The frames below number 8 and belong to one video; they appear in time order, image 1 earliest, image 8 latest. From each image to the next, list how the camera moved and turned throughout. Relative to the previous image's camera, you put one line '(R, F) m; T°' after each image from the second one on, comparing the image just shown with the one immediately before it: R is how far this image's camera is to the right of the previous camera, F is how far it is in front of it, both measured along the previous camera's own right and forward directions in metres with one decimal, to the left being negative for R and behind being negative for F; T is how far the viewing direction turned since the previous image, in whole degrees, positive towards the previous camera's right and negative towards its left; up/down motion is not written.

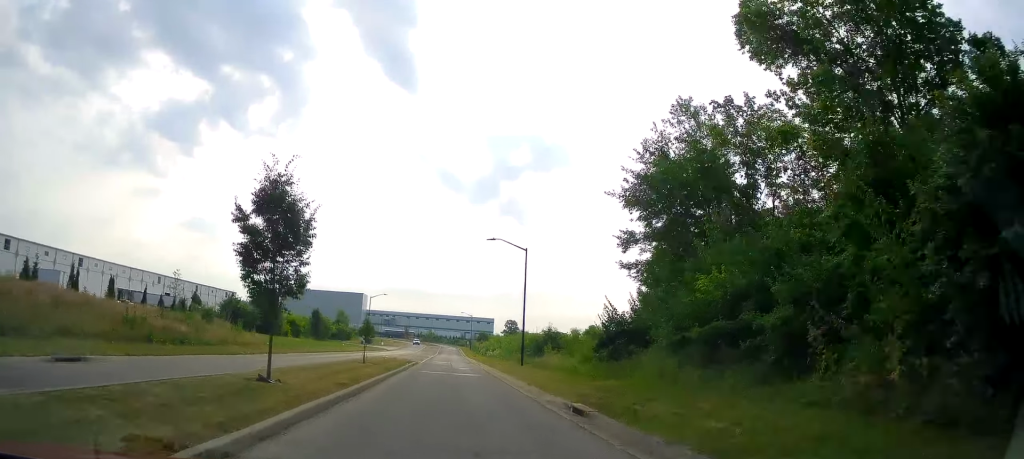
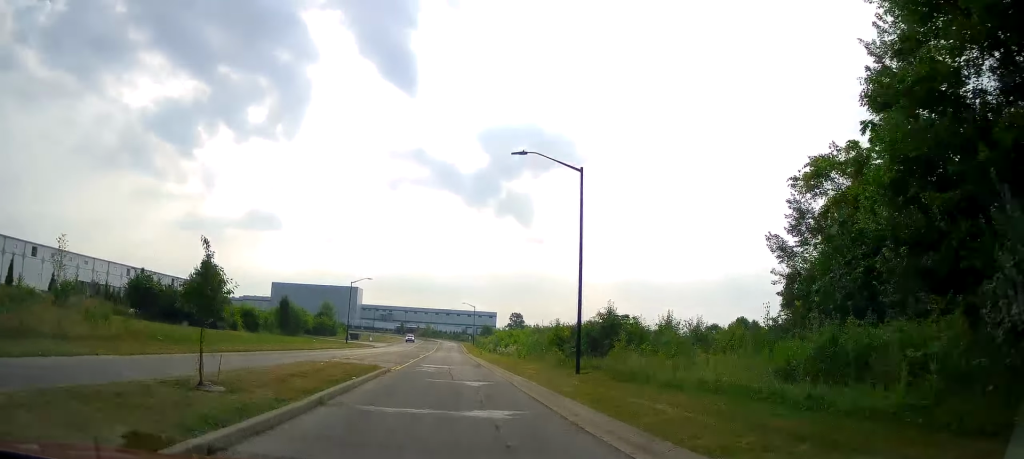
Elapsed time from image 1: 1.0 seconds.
(0.0, +19.6) m; -1°
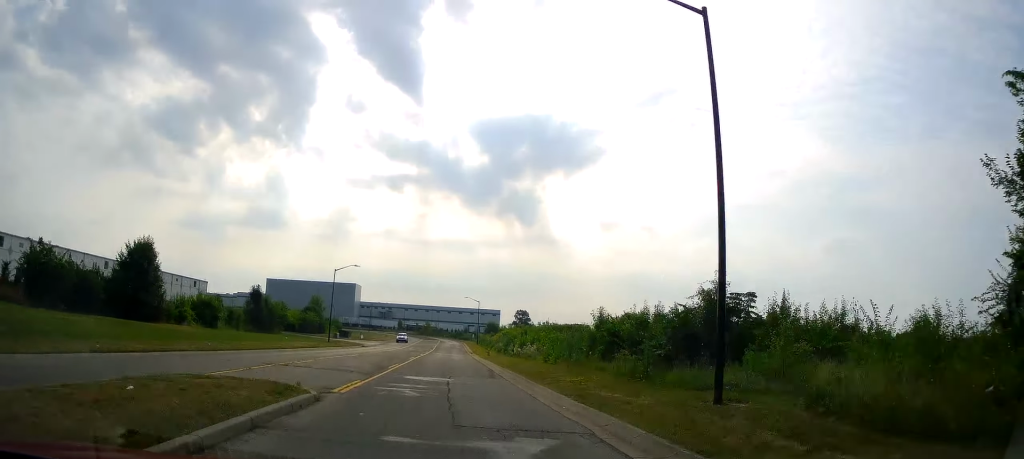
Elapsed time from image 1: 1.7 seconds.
(-0.1, +11.7) m; -1°
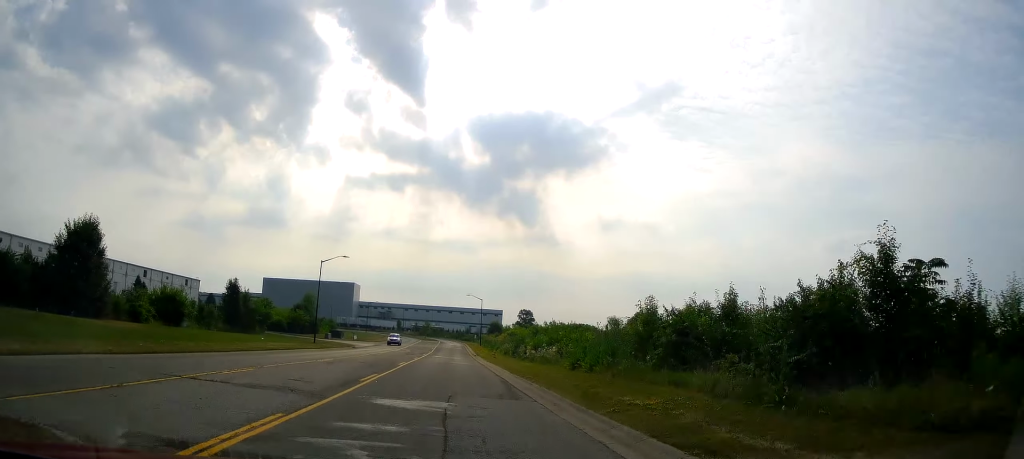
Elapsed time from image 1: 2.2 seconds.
(-0.1, +6.7) m; 0°
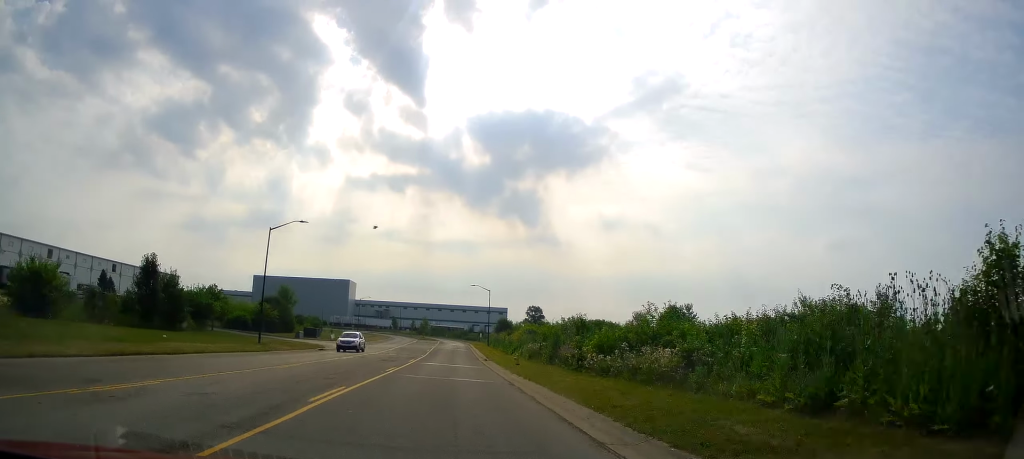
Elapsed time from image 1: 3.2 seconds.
(-0.1, +16.0) m; +1°
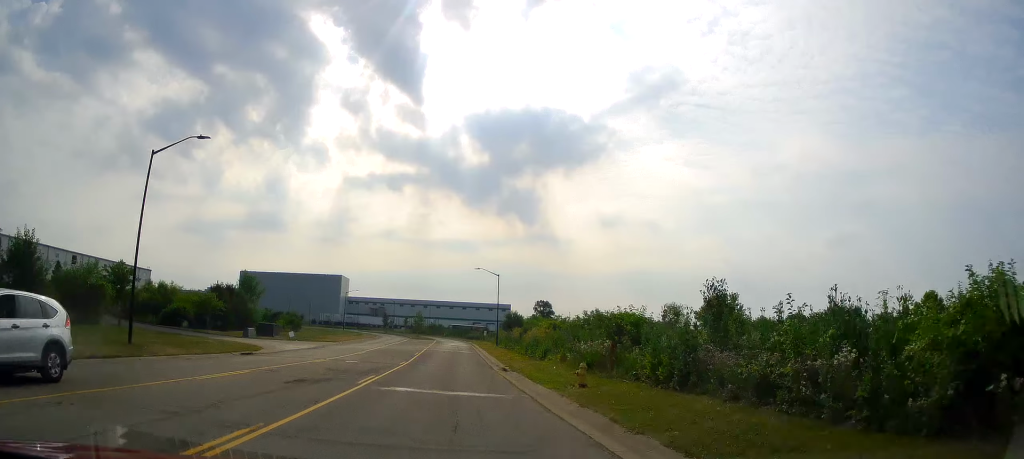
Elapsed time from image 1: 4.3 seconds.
(+0.3, +19.2) m; +1°
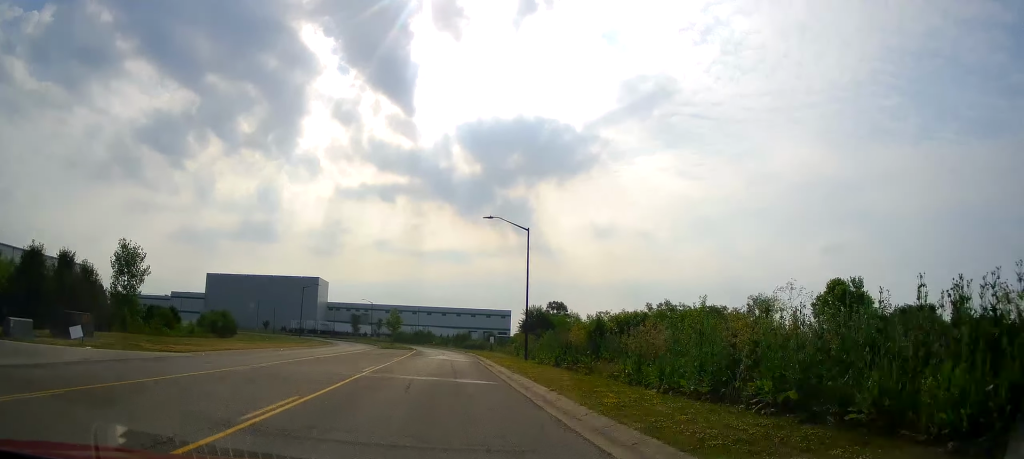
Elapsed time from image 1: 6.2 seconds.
(+0.1, +39.3) m; 0°
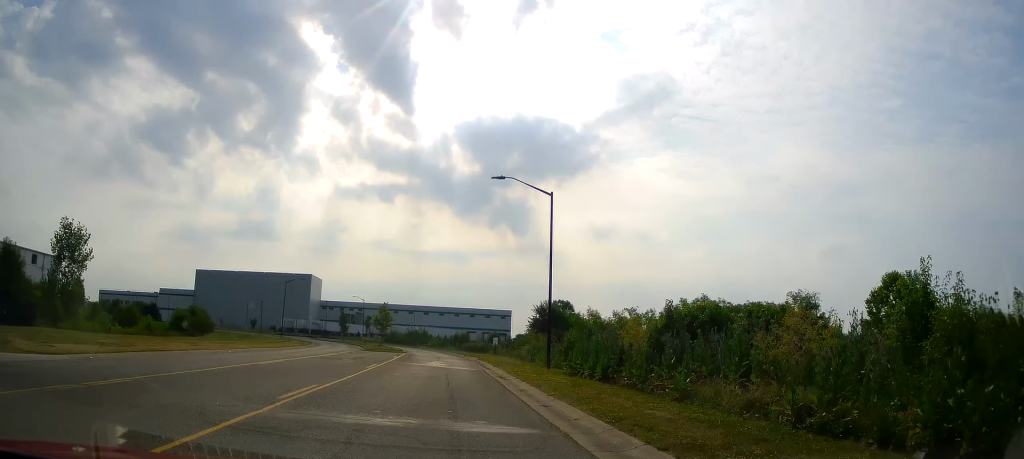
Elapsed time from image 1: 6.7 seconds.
(0.0, +10.8) m; 0°
